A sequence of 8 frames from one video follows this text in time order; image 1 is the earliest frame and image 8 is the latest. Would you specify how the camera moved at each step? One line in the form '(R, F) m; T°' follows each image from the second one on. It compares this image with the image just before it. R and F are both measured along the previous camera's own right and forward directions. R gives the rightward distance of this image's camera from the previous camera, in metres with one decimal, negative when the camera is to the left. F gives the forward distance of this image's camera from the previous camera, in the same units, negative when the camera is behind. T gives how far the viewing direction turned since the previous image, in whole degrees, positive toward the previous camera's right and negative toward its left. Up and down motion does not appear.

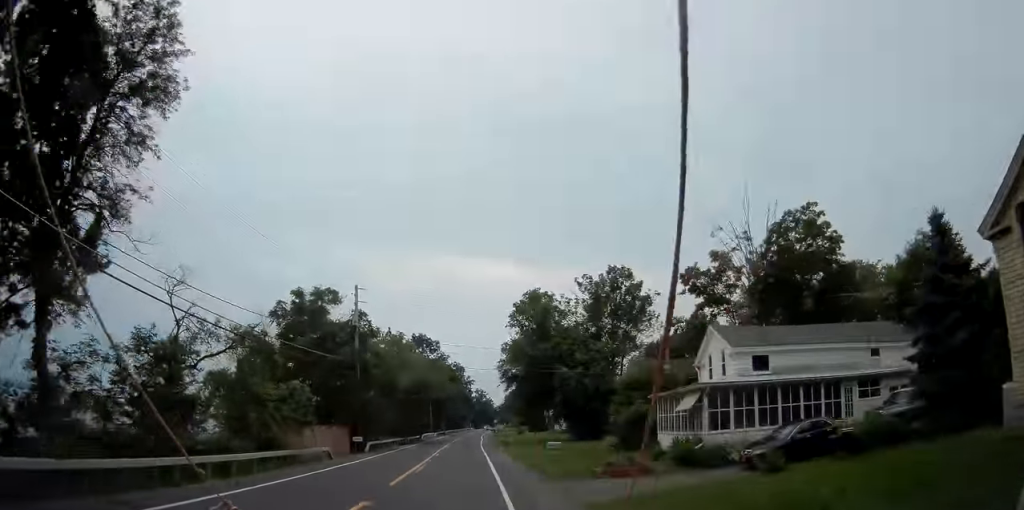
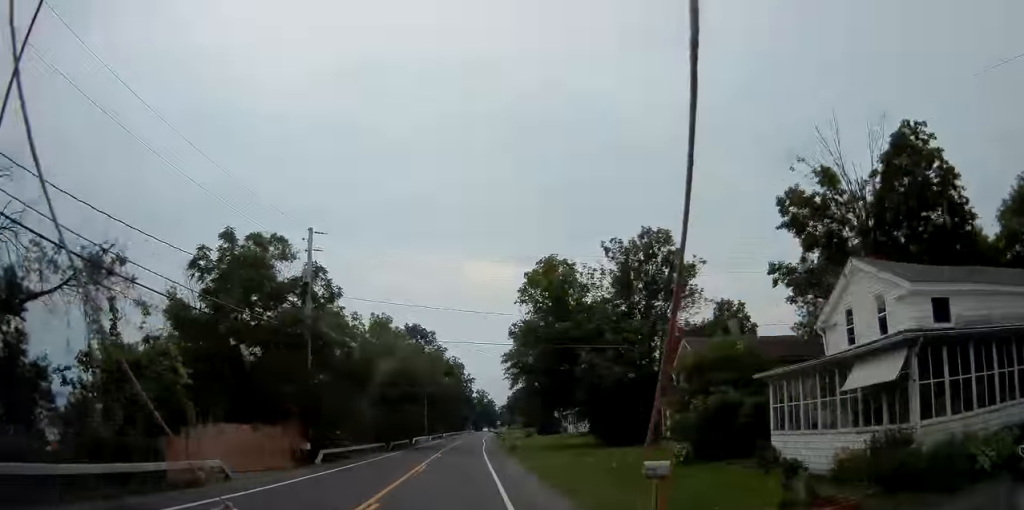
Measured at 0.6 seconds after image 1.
(-0.2, +12.6) m; 0°
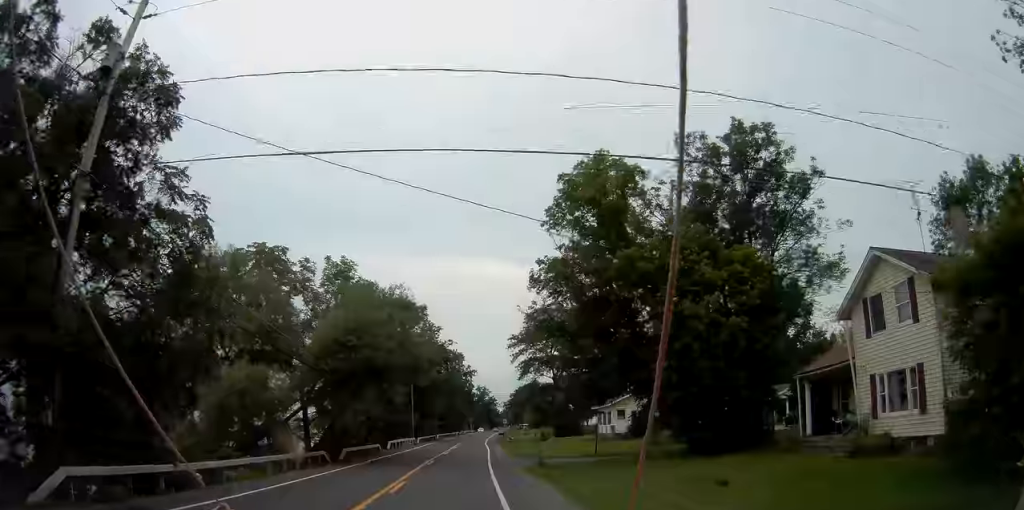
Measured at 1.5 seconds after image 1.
(+0.1, +18.8) m; +1°
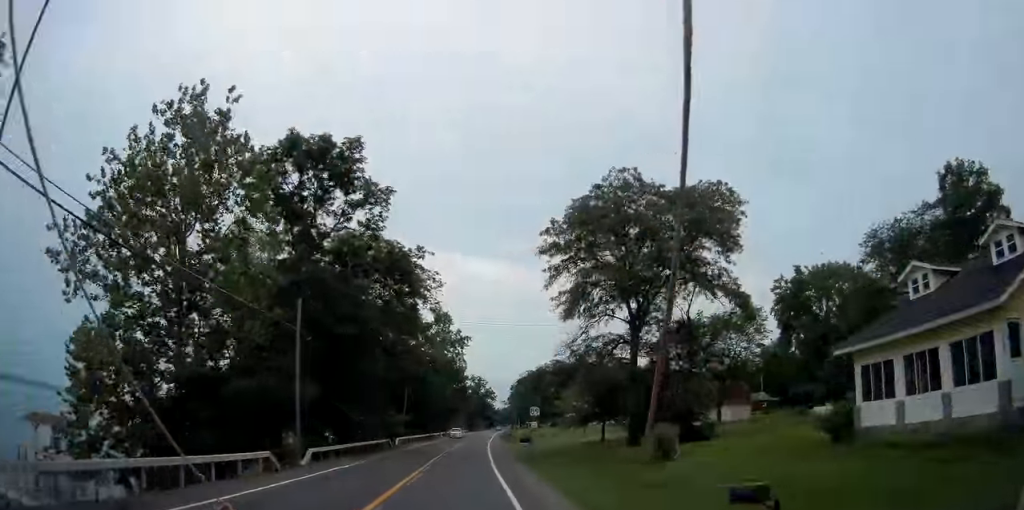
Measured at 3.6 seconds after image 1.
(+0.3, +43.1) m; 0°
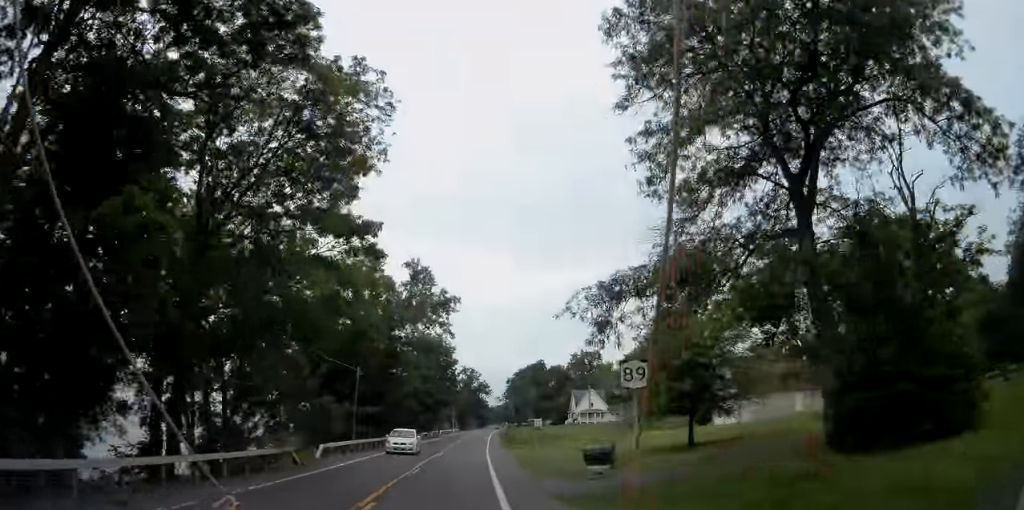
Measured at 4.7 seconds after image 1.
(0.0, +22.9) m; 0°
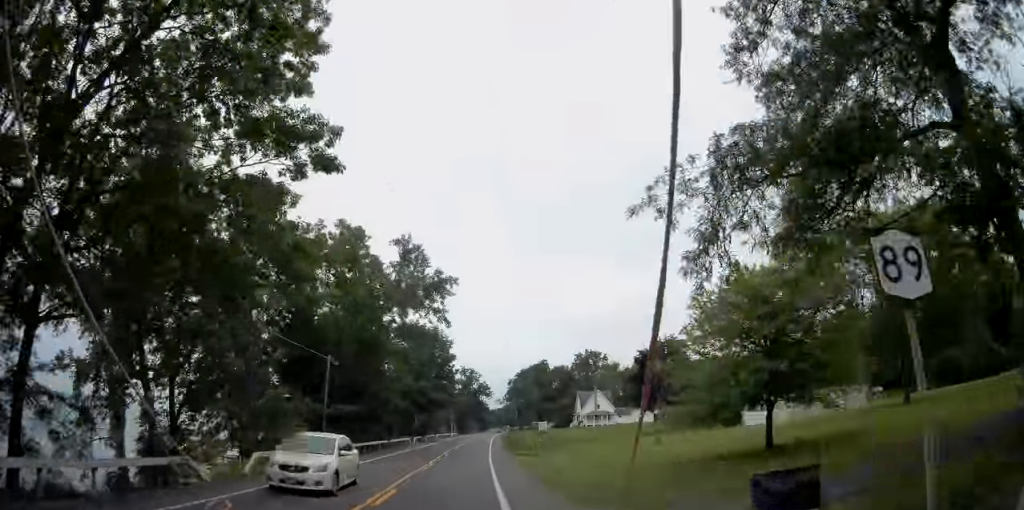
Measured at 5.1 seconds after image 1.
(0.0, +8.3) m; 0°
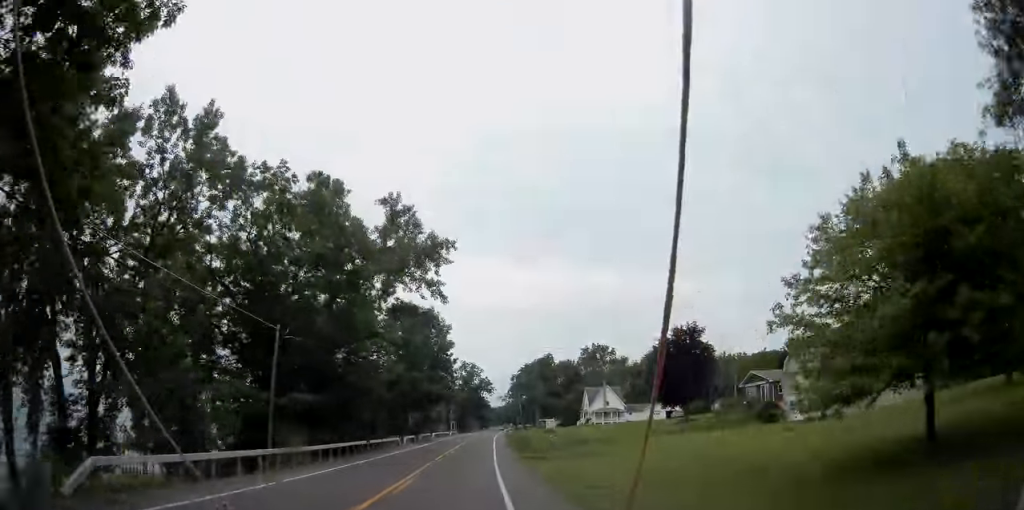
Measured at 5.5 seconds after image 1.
(0.0, +9.0) m; 0°
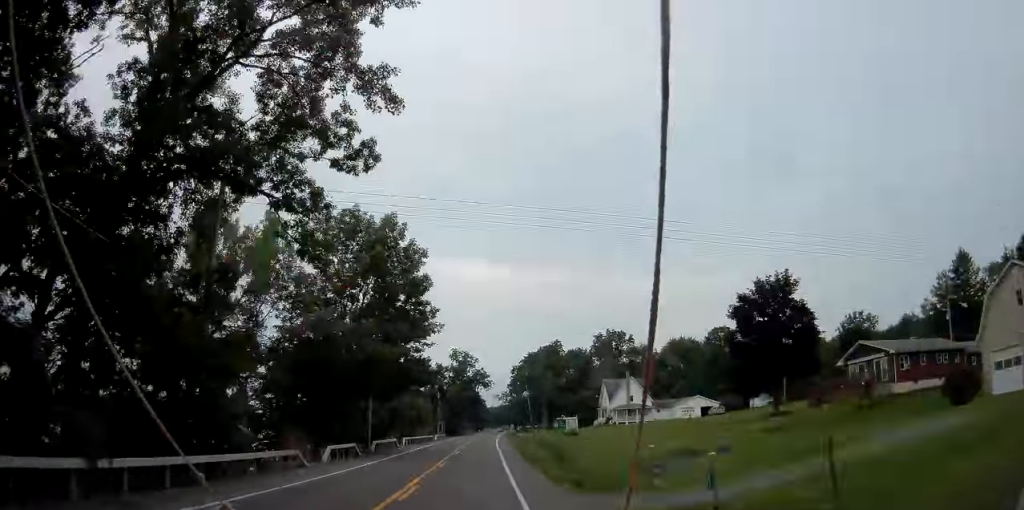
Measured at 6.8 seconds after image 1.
(+0.3, +26.4) m; +1°
